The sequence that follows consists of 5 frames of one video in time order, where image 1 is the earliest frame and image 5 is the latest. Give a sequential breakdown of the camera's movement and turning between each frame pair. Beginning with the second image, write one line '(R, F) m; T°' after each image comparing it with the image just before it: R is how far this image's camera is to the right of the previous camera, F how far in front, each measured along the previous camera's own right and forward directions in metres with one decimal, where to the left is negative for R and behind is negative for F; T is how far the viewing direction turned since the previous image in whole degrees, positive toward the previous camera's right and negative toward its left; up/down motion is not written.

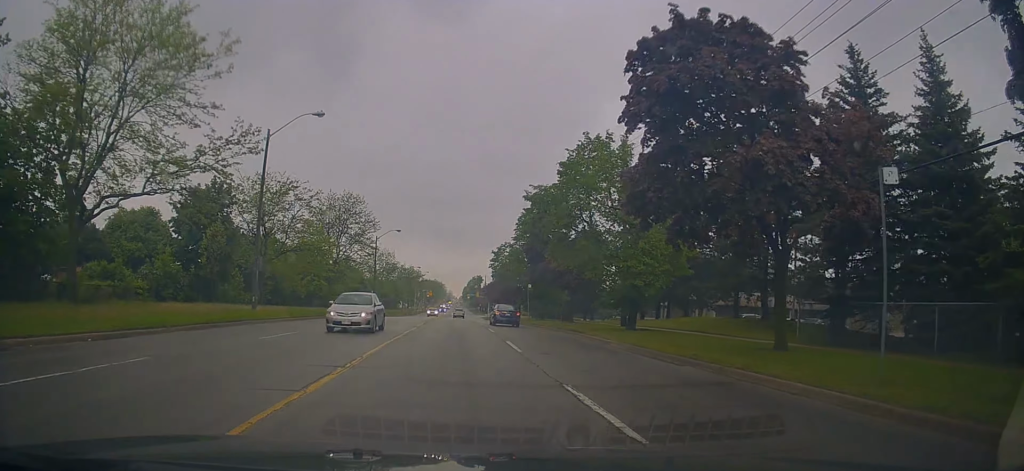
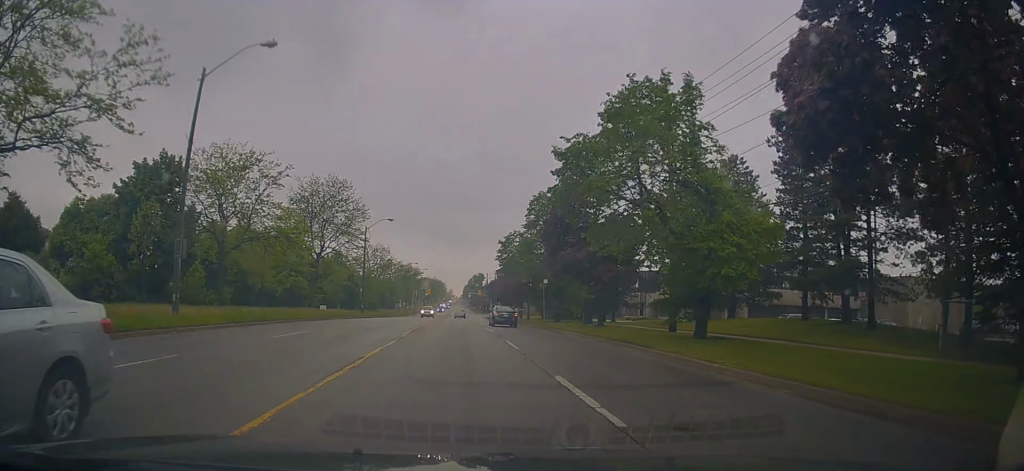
(-0.1, +9.1) m; 0°
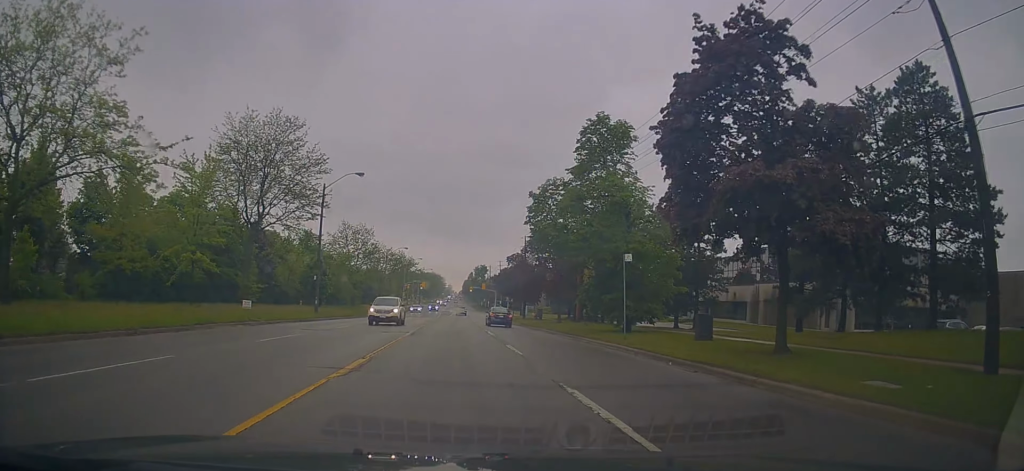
(+0.3, +21.7) m; -1°
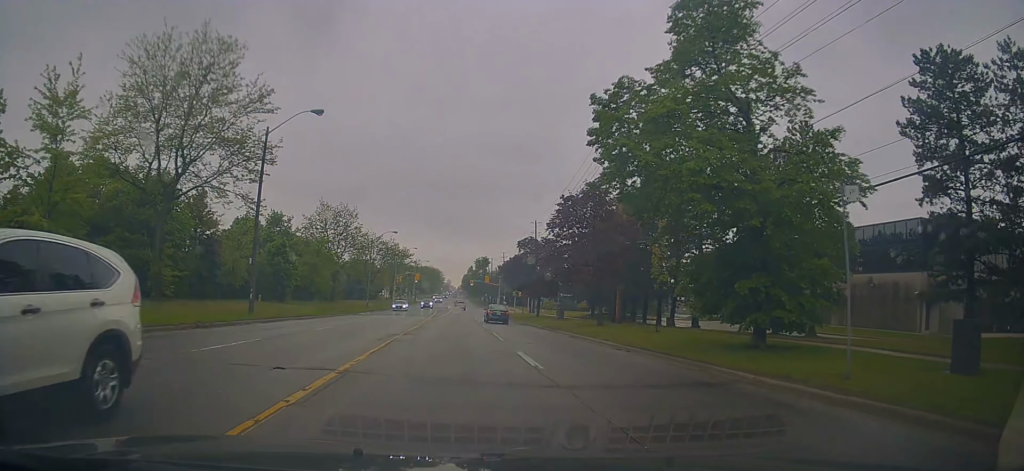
(-0.2, +14.4) m; -1°
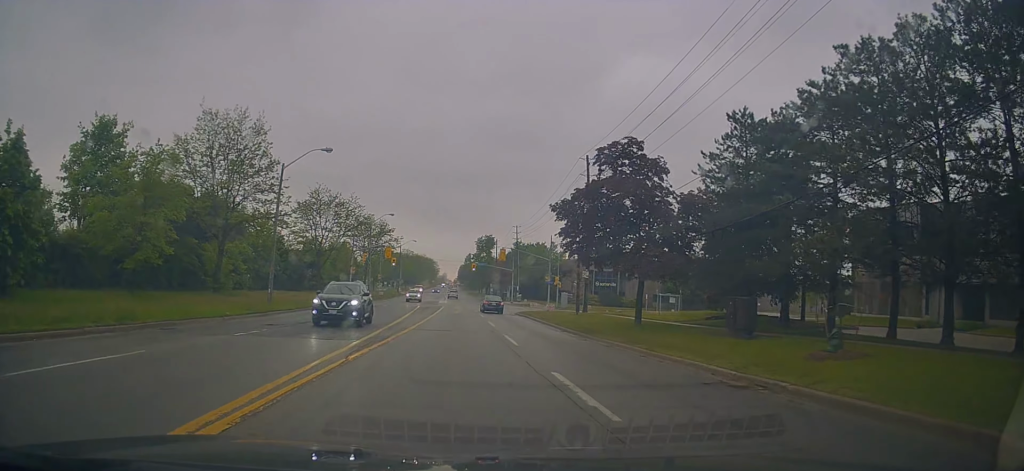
(+1.3, +36.7) m; +3°
